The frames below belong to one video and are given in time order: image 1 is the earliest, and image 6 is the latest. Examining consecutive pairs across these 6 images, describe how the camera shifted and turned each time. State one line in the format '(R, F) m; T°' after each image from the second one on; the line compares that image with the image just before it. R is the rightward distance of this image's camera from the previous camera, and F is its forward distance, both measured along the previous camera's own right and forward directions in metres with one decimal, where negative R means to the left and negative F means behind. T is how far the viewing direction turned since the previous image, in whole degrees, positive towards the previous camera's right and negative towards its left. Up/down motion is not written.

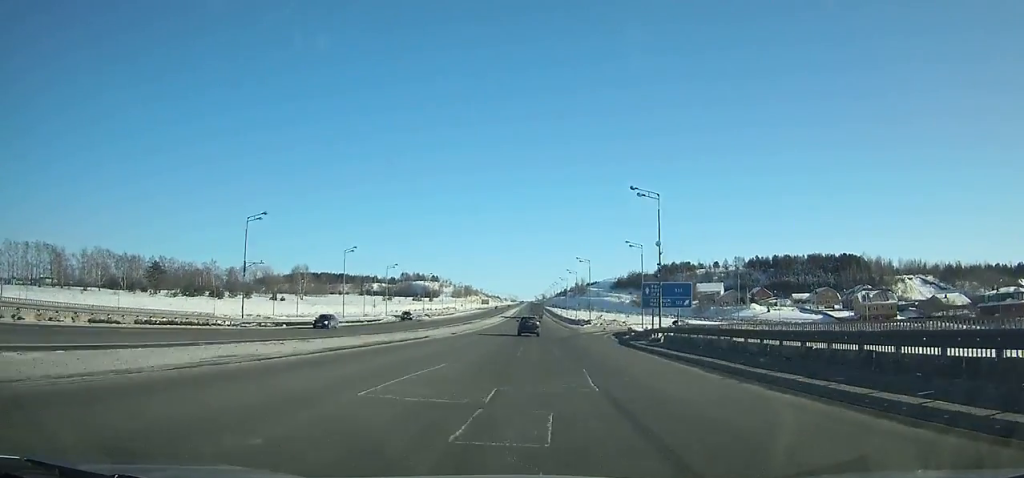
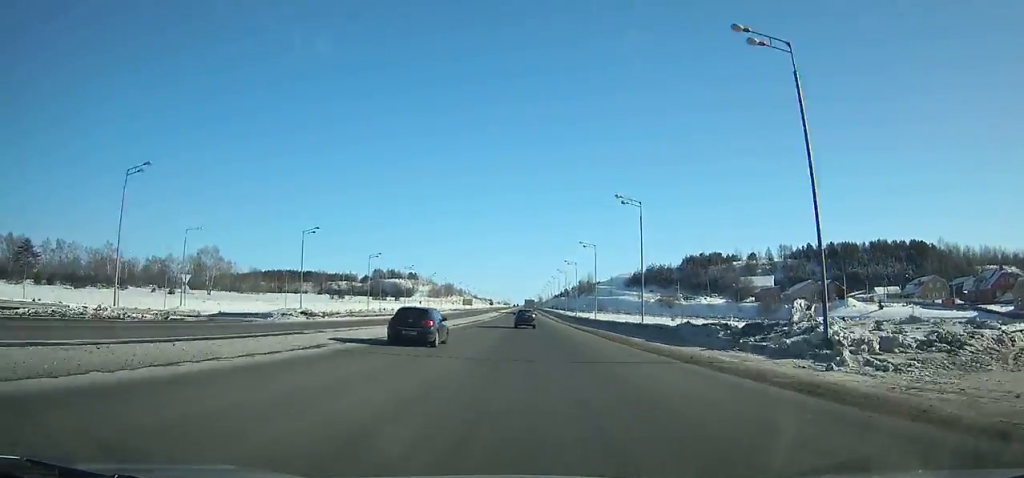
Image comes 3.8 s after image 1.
(+0.1, +75.0) m; 0°
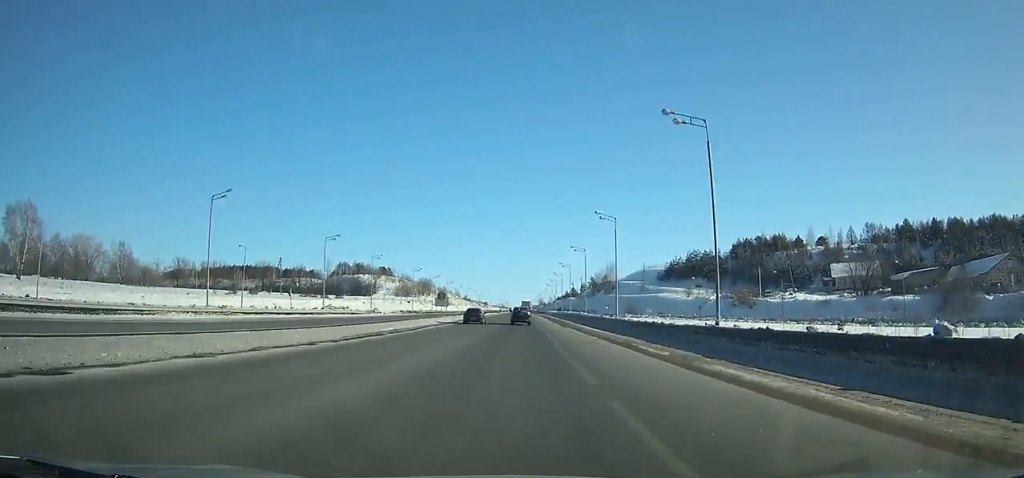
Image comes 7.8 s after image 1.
(+0.3, +79.2) m; 0°
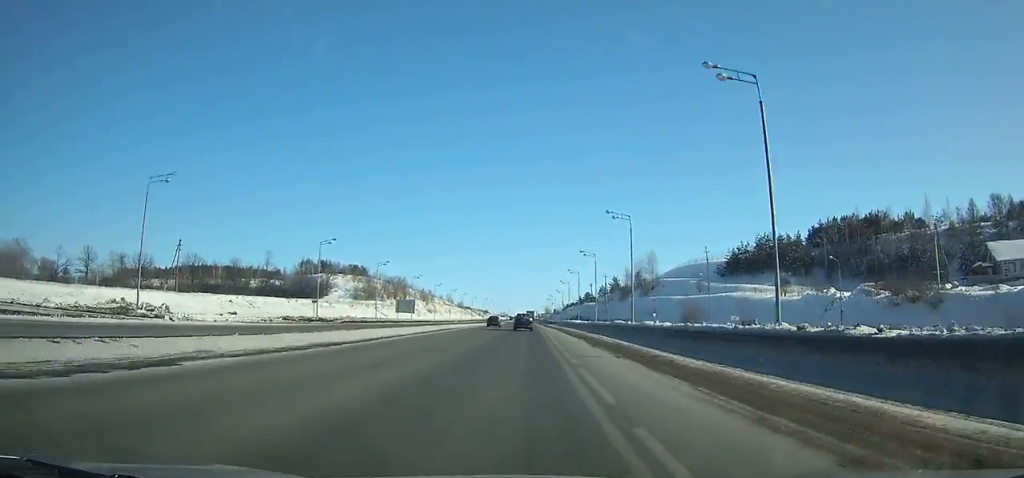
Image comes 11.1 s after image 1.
(-0.1, +65.4) m; 0°
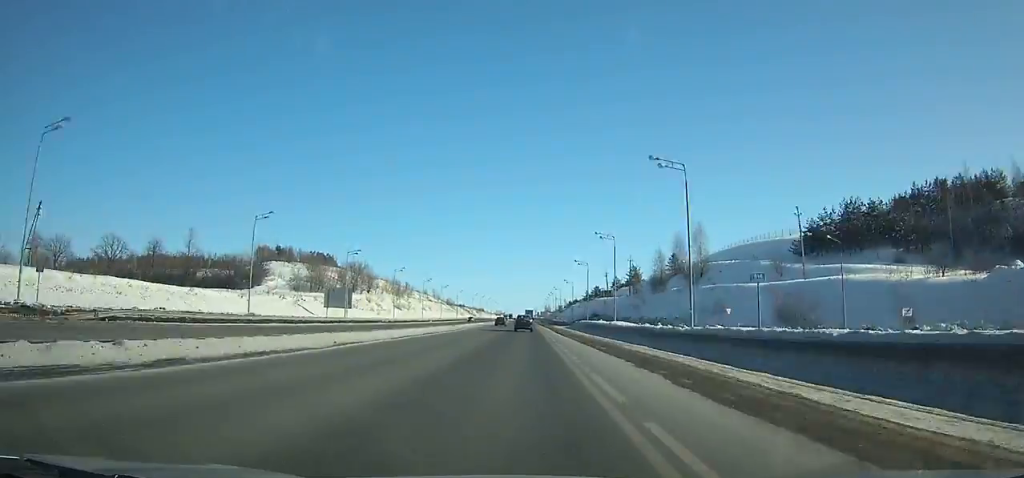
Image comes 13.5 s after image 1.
(0.0, +47.6) m; 0°
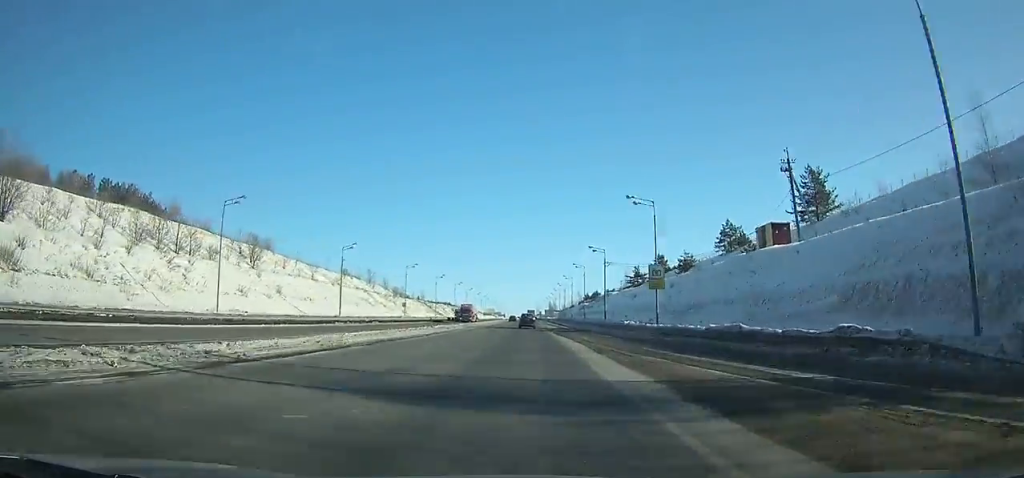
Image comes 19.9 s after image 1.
(-0.5, +128.6) m; 0°
